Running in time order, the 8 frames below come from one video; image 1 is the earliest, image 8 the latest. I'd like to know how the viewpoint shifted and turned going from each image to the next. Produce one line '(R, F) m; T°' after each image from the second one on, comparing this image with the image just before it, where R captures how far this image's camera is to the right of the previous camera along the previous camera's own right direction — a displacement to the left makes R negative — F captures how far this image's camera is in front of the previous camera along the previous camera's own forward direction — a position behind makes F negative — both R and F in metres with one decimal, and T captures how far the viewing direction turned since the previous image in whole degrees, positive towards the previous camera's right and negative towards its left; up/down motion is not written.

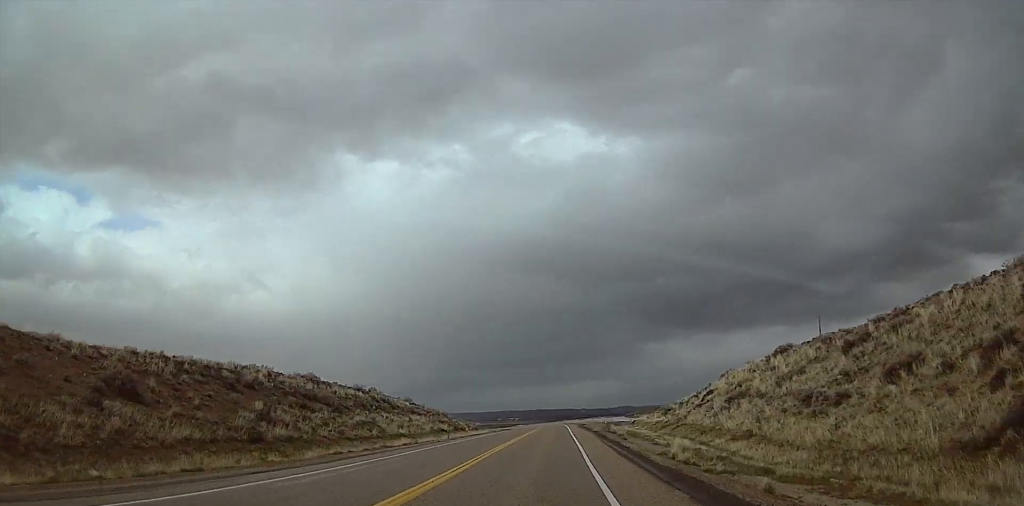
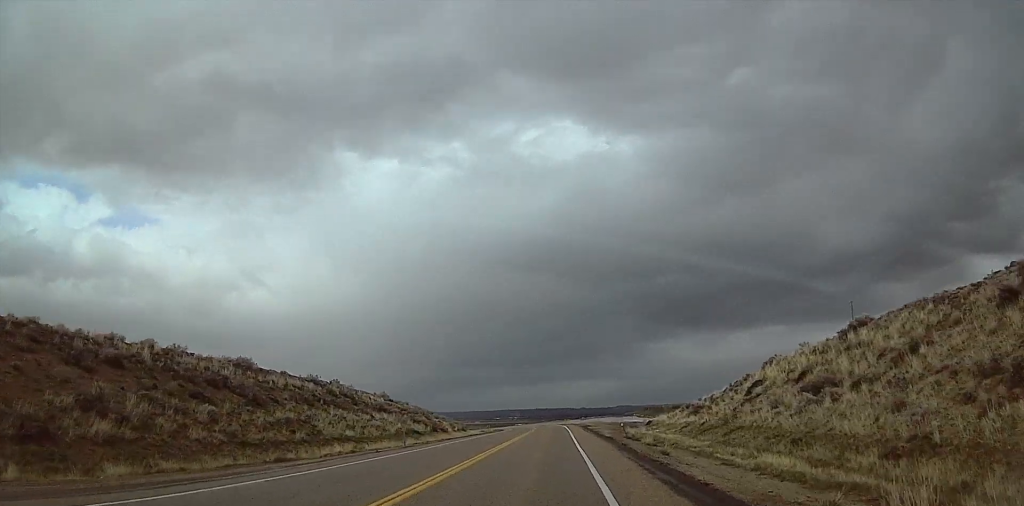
(0.0, +16.5) m; 0°
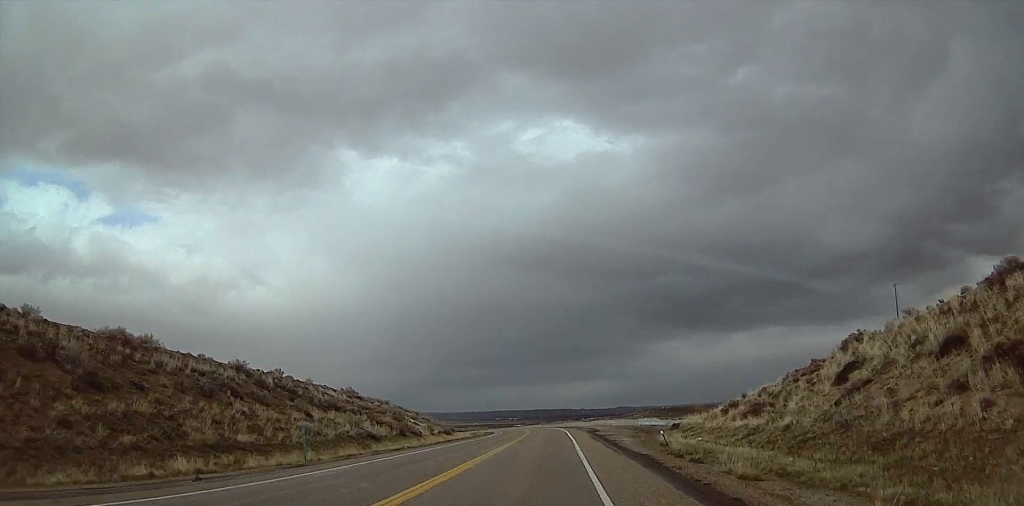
(0.0, +17.3) m; 0°
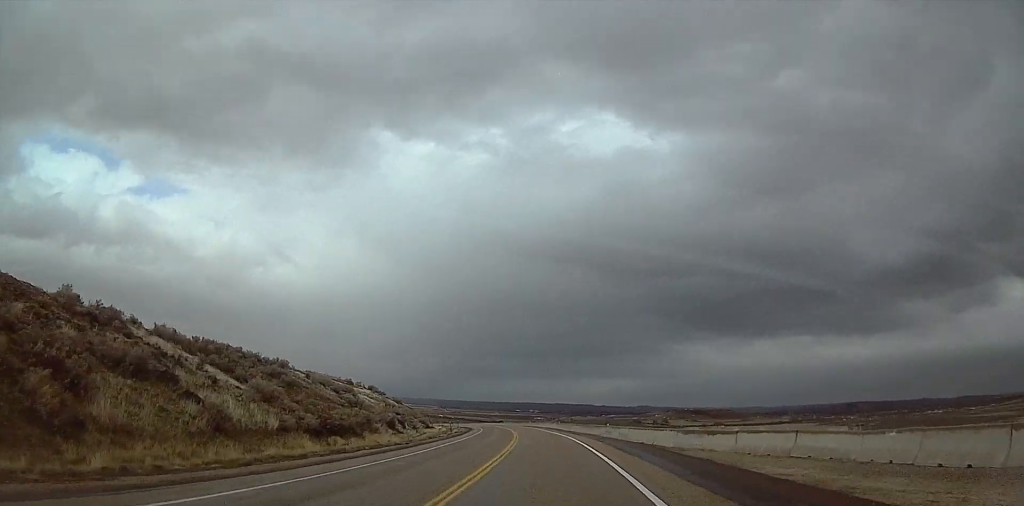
(-5.9, +59.1) m; -10°
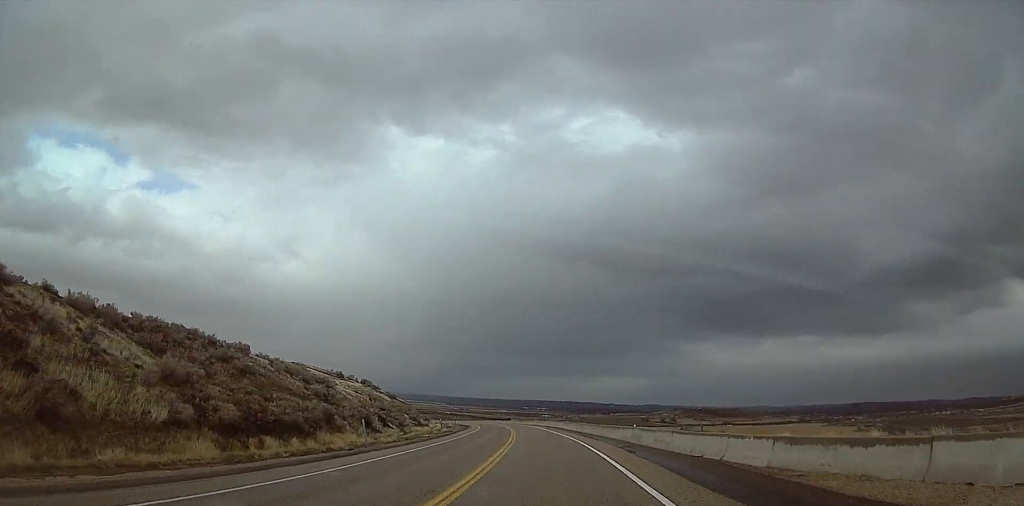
(0.0, +12.0) m; 0°
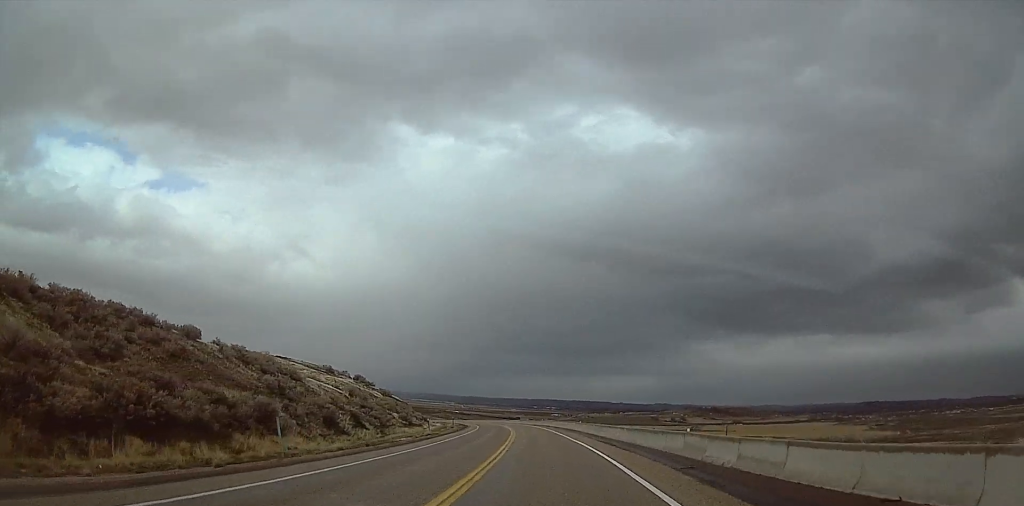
(0.0, +12.0) m; 0°
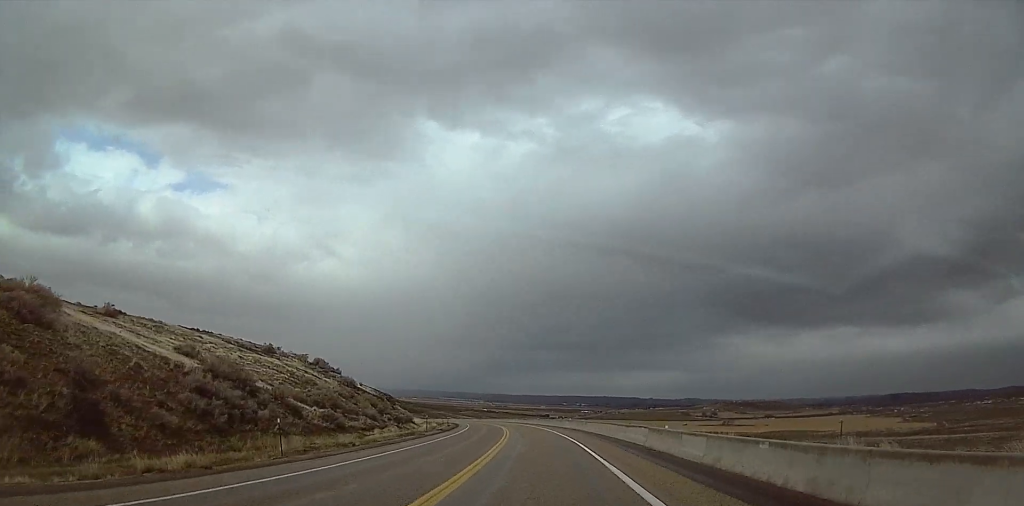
(0.0, +37.6) m; 0°
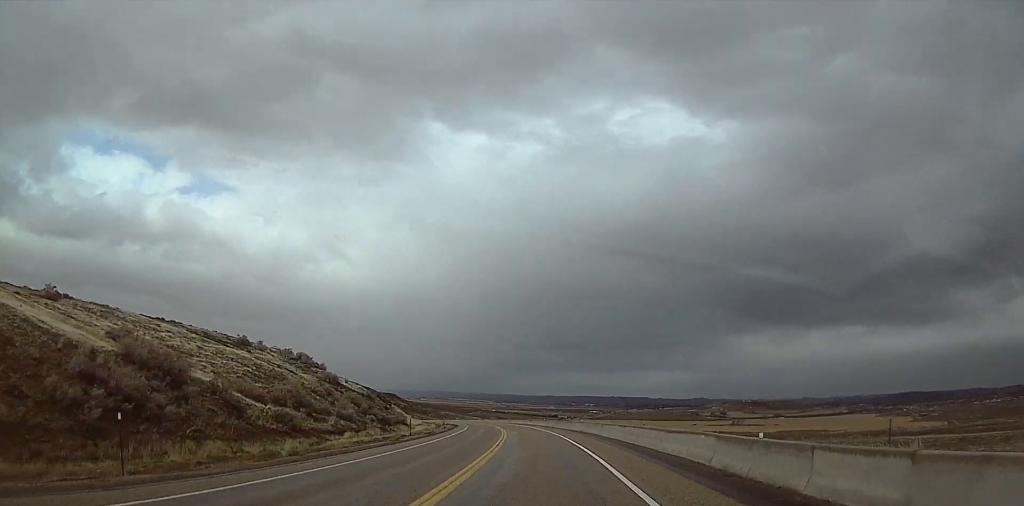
(0.0, +10.2) m; 0°
